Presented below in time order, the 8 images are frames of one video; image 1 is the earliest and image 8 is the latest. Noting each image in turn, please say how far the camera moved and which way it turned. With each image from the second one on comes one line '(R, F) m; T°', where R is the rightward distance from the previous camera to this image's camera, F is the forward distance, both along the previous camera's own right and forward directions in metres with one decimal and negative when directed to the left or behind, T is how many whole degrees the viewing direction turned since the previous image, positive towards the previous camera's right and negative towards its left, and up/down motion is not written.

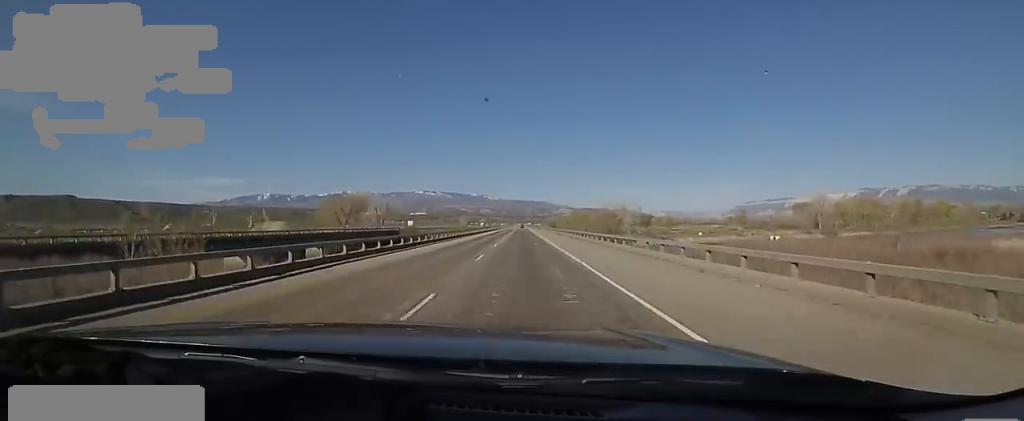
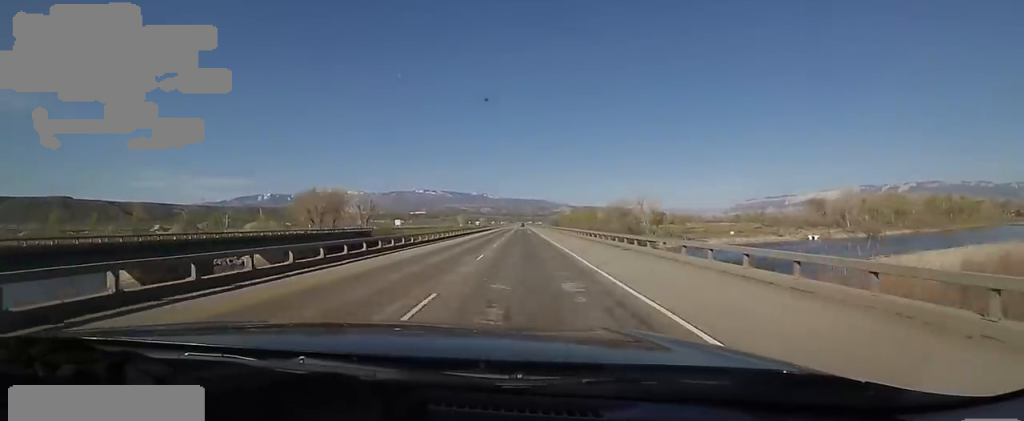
(-0.7, +24.1) m; -1°
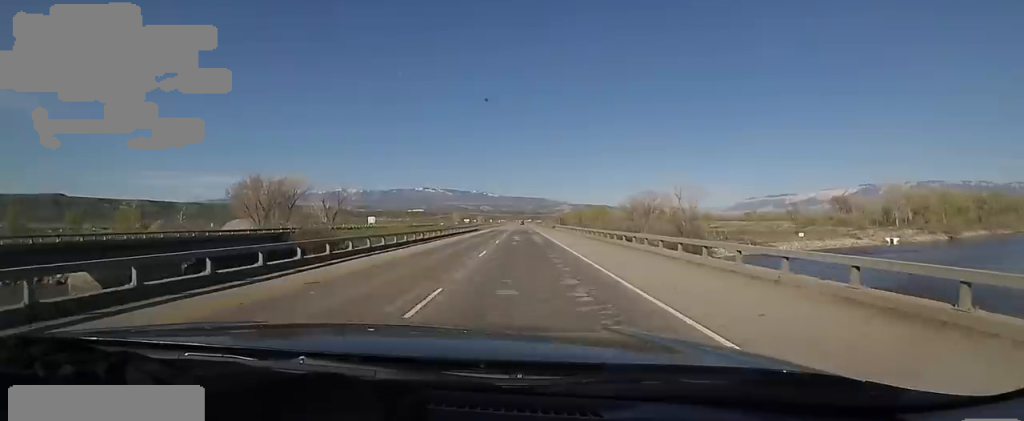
(+0.6, +36.3) m; +2°
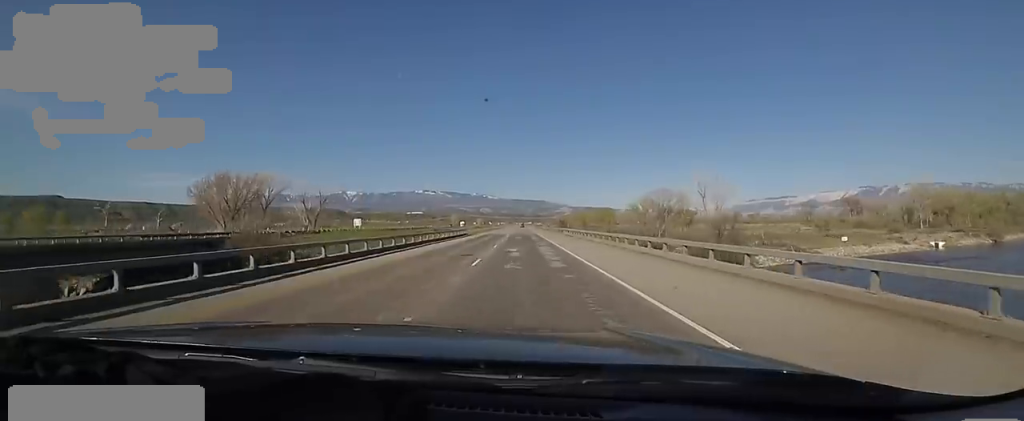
(+0.3, +14.9) m; 0°
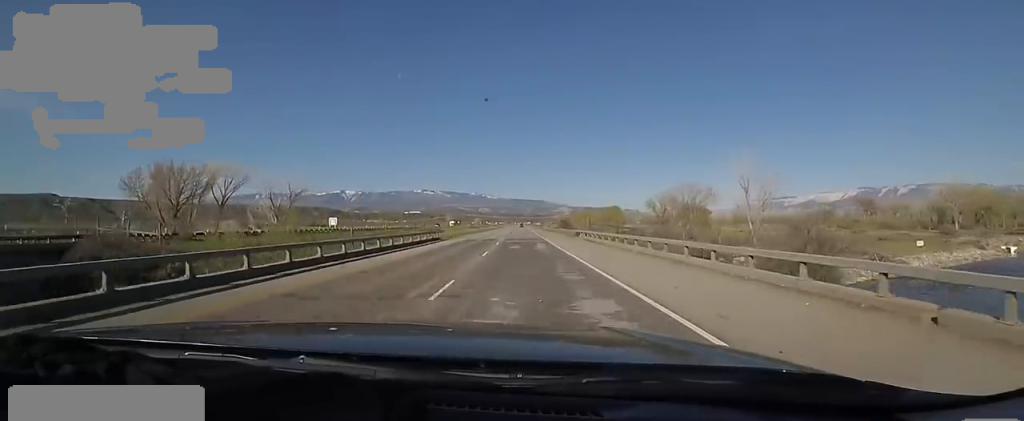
(+0.4, +19.4) m; 0°
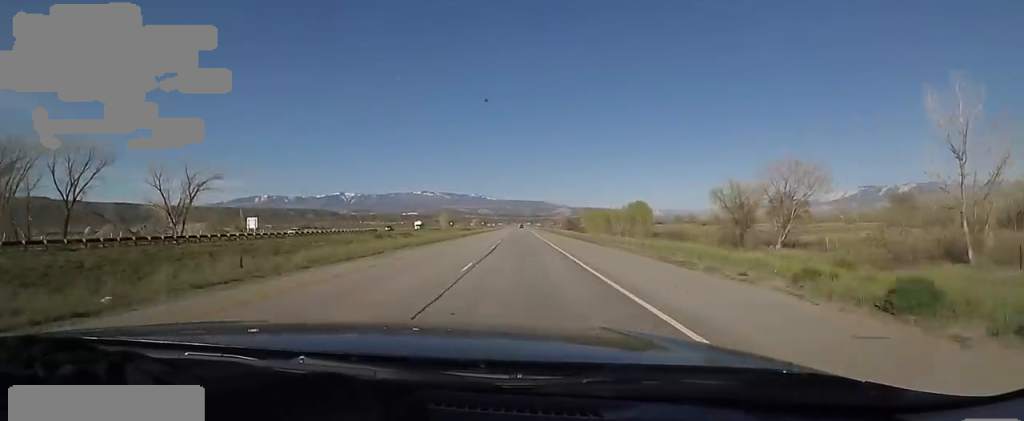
(-0.8, +42.9) m; +1°
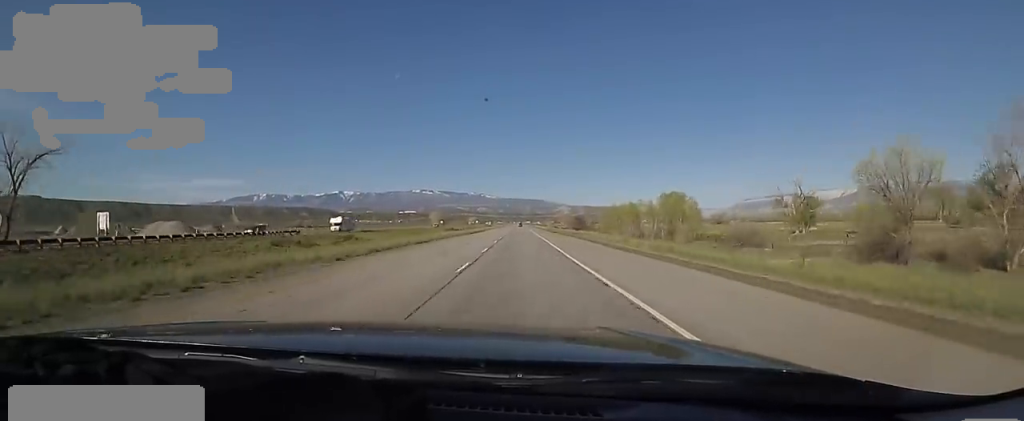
(+1.3, +38.6) m; +1°
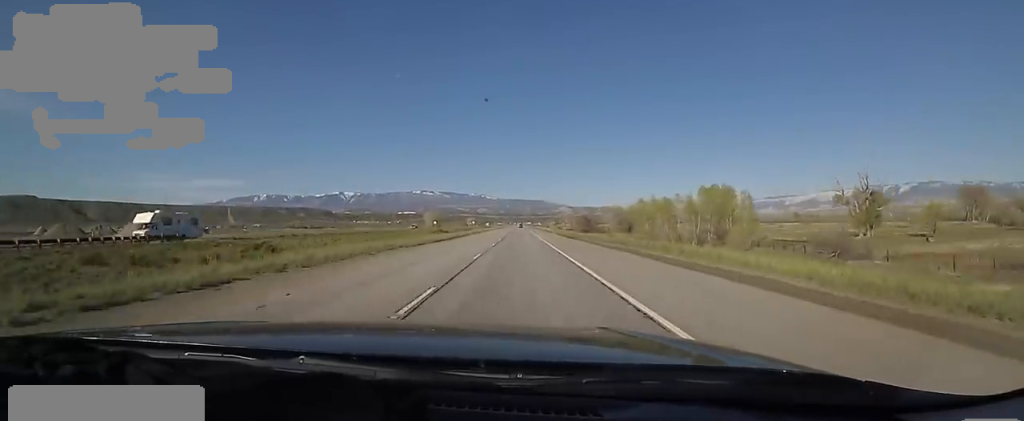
(+0.3, +27.0) m; -1°
